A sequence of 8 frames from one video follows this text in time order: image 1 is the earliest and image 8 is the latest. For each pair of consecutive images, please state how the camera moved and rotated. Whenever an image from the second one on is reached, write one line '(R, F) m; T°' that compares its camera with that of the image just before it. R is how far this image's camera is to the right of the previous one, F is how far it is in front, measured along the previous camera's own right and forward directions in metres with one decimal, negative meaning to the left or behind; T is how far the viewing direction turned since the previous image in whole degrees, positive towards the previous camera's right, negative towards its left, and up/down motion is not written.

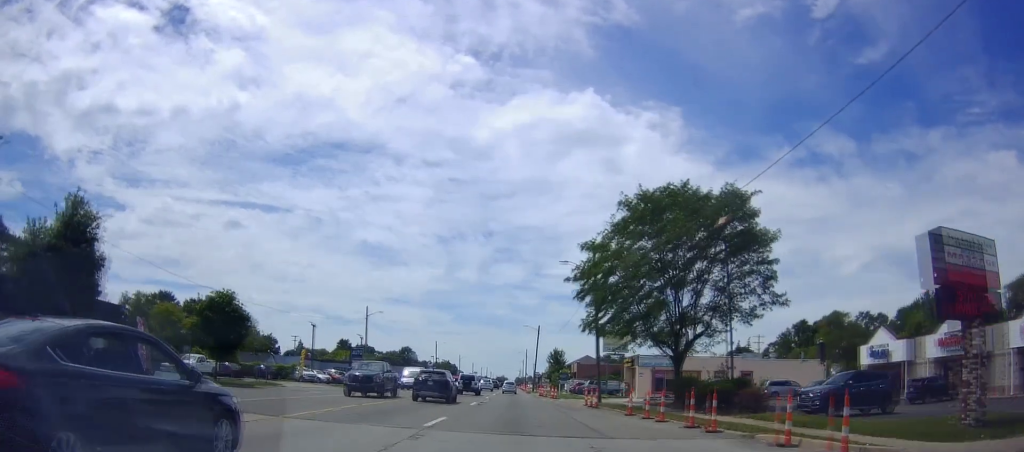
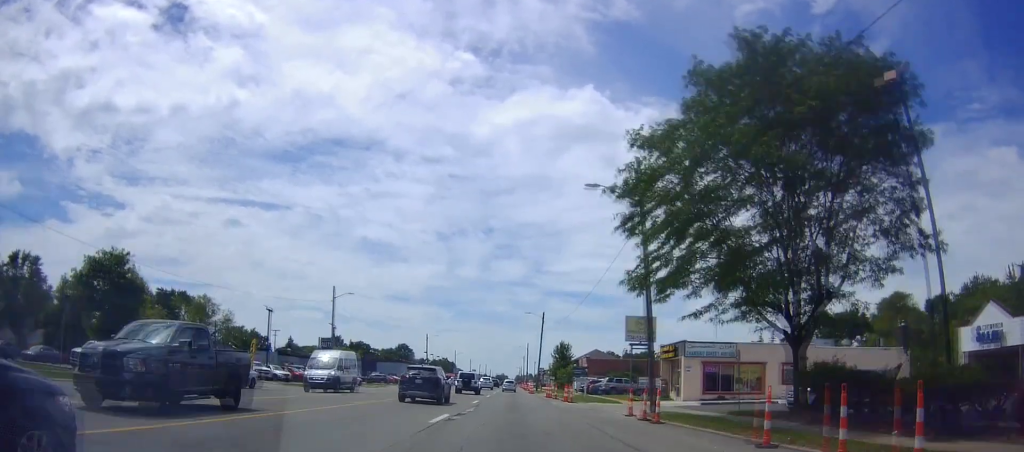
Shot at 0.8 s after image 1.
(0.0, +14.9) m; 0°
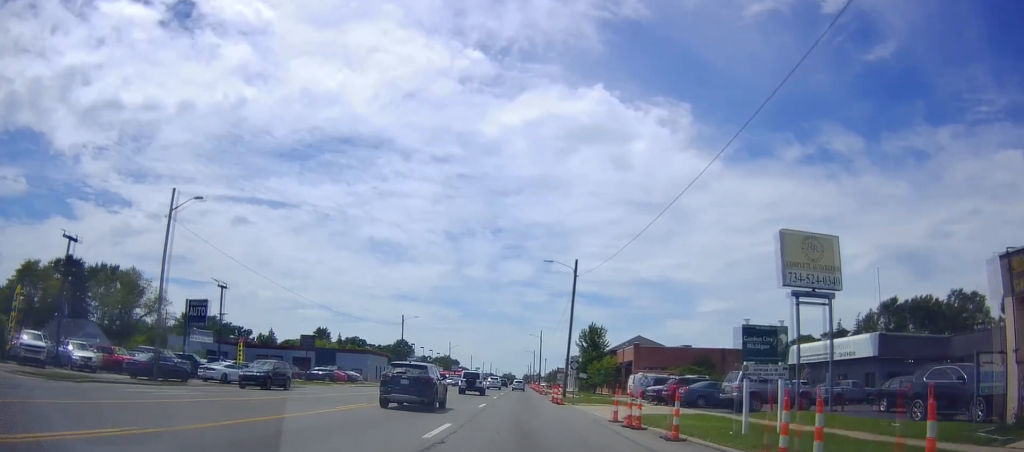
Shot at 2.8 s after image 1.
(-0.9, +34.5) m; -2°
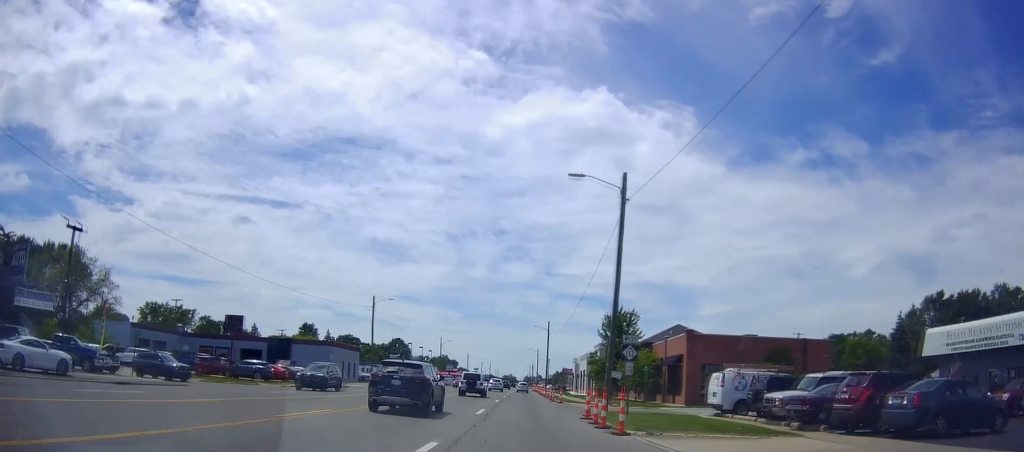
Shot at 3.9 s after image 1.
(+0.4, +19.7) m; 0°
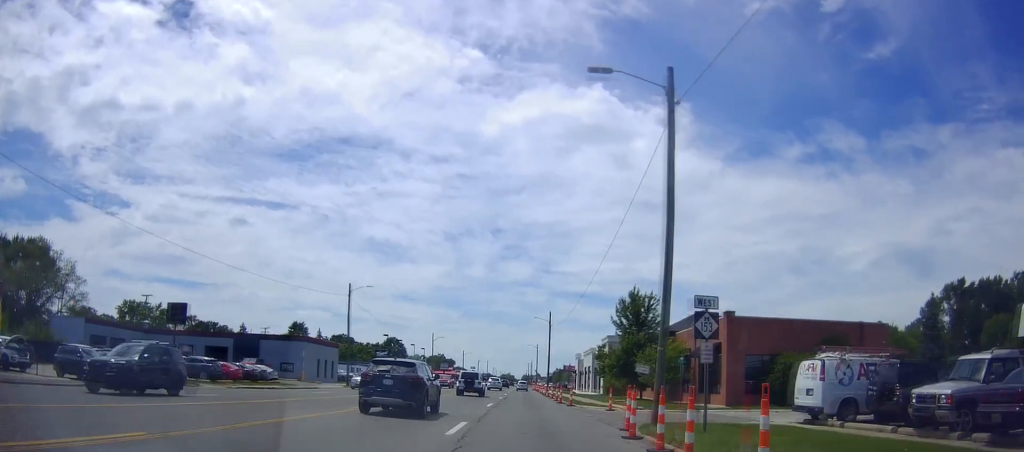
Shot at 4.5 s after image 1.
(-0.2, +9.2) m; 0°
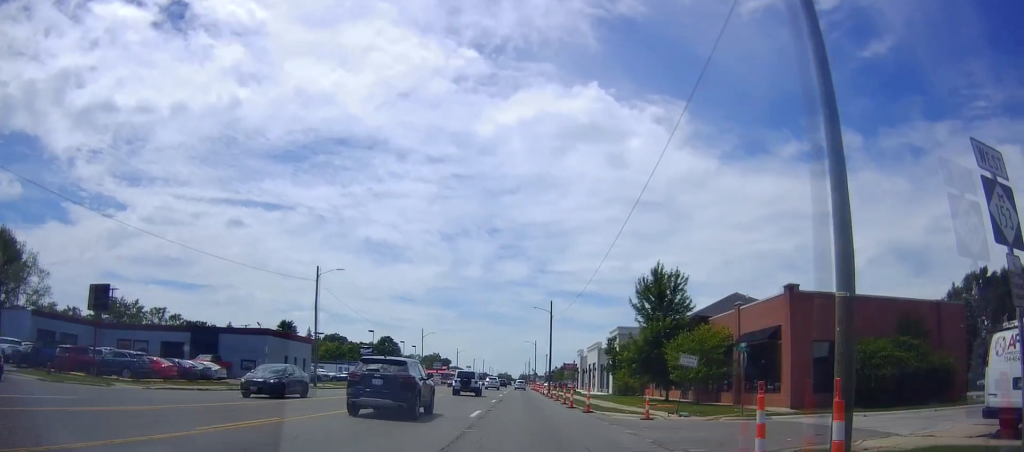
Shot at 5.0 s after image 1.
(-0.3, +9.2) m; 0°
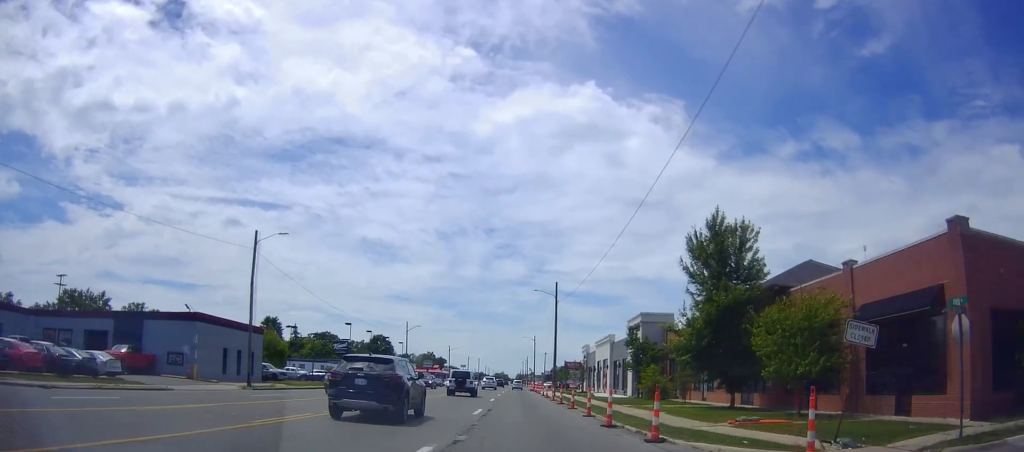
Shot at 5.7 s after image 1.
(+0.4, +12.8) m; +3°
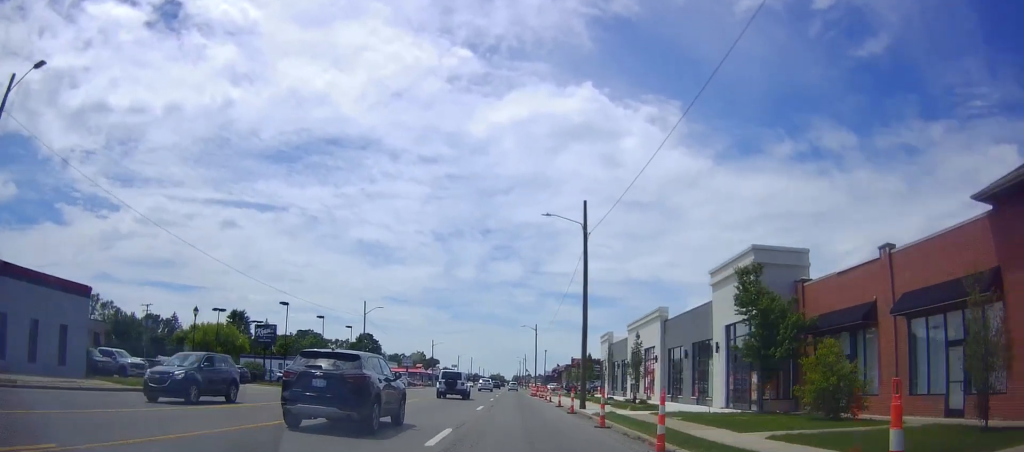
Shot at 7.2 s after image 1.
(+1.0, +25.3) m; +3°
